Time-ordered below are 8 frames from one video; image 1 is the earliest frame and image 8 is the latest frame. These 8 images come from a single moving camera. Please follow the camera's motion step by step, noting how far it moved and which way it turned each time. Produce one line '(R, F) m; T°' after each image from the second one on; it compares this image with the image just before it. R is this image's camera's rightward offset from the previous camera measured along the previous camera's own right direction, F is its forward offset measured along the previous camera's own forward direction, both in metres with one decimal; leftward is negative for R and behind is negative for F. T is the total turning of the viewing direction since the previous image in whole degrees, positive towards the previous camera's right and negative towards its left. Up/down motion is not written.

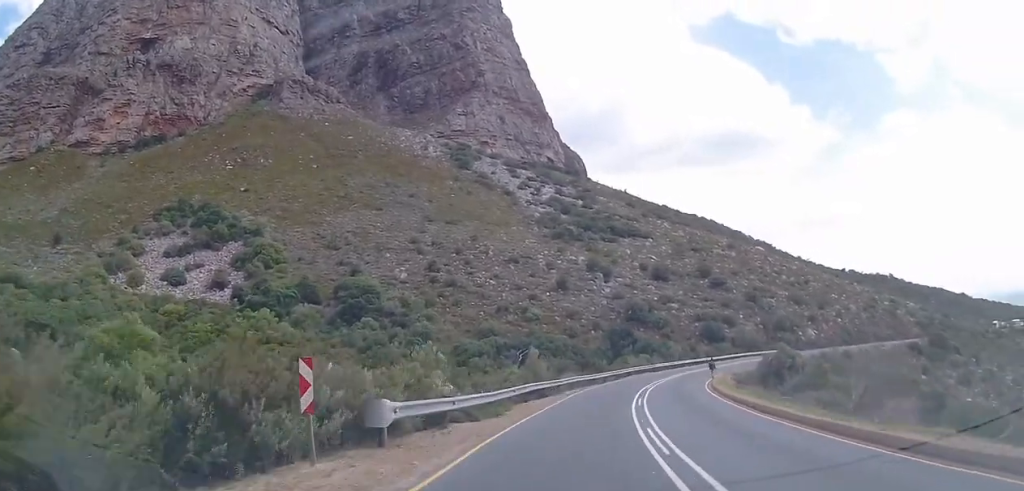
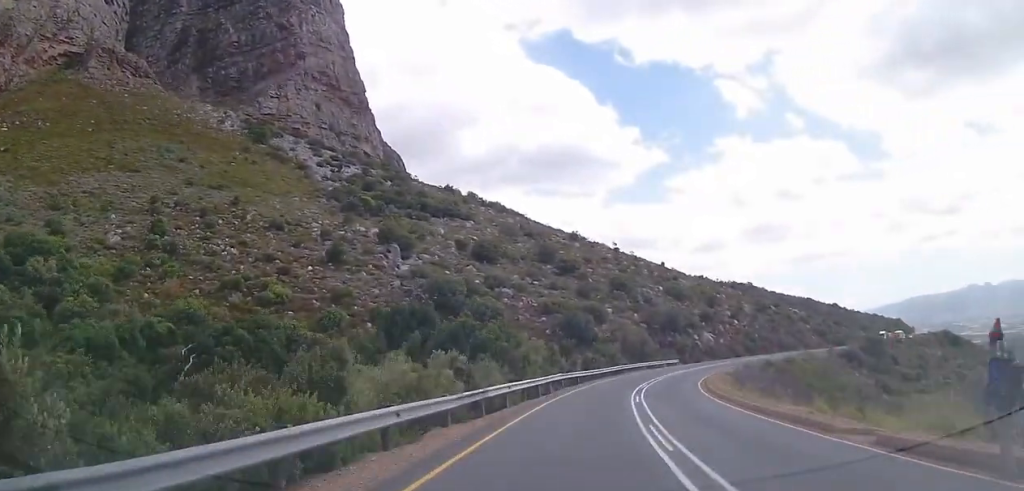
(+6.8, +47.6) m; +17°
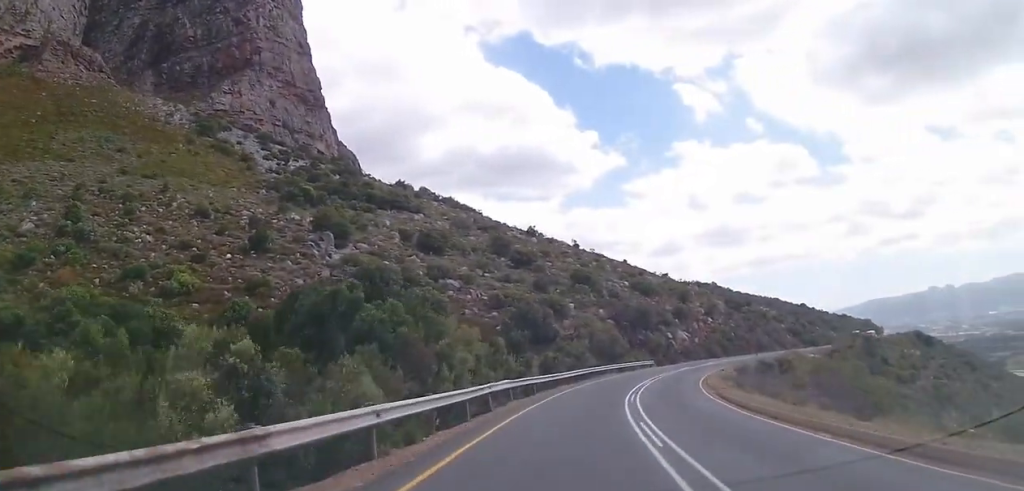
(+0.4, +11.8) m; +4°
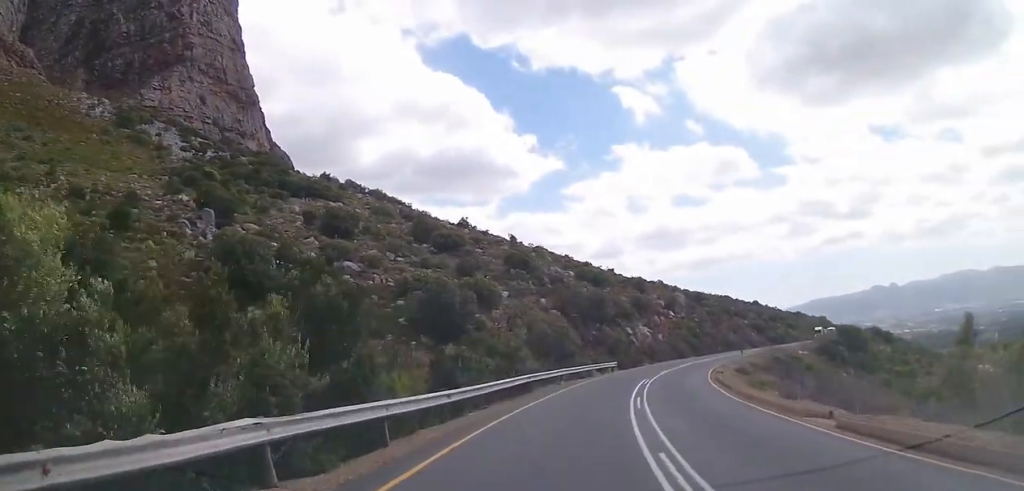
(+0.2, +17.6) m; +5°
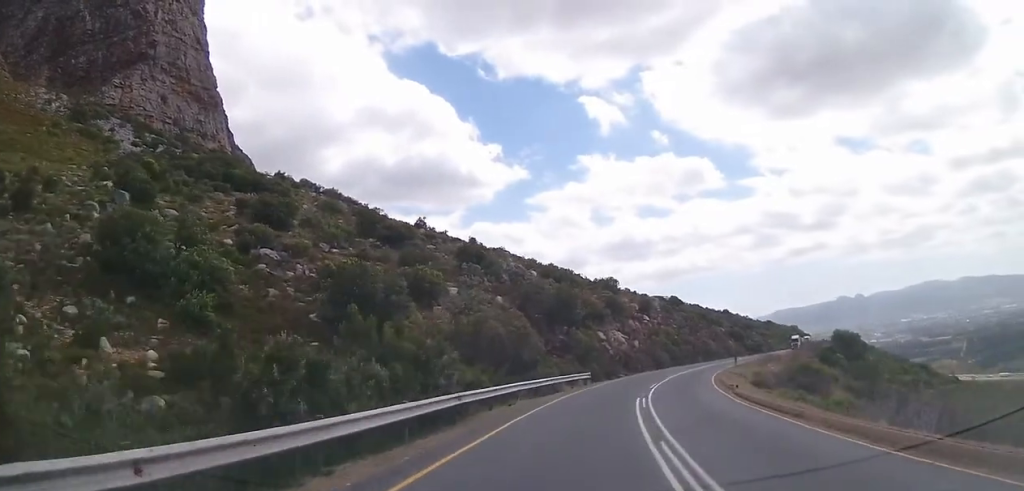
(+0.8, +10.4) m; +4°
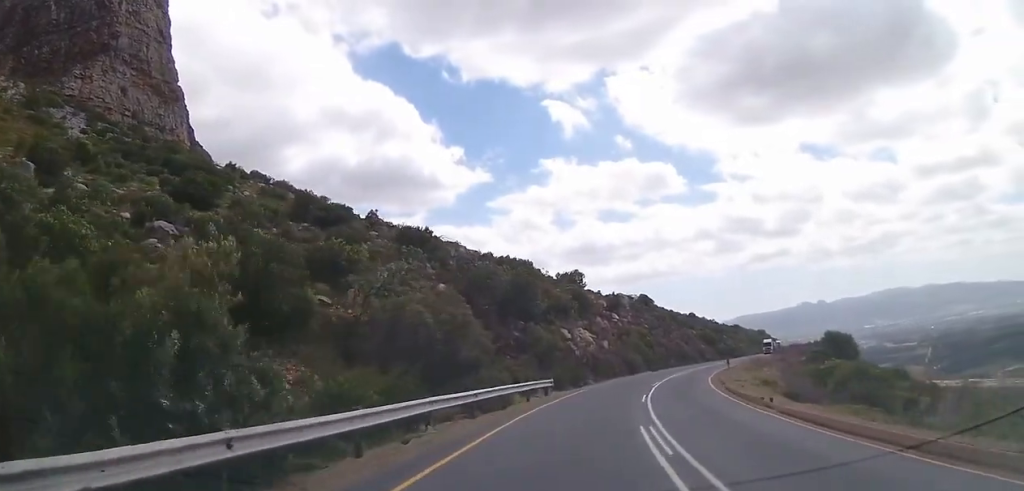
(+0.2, +9.8) m; +3°
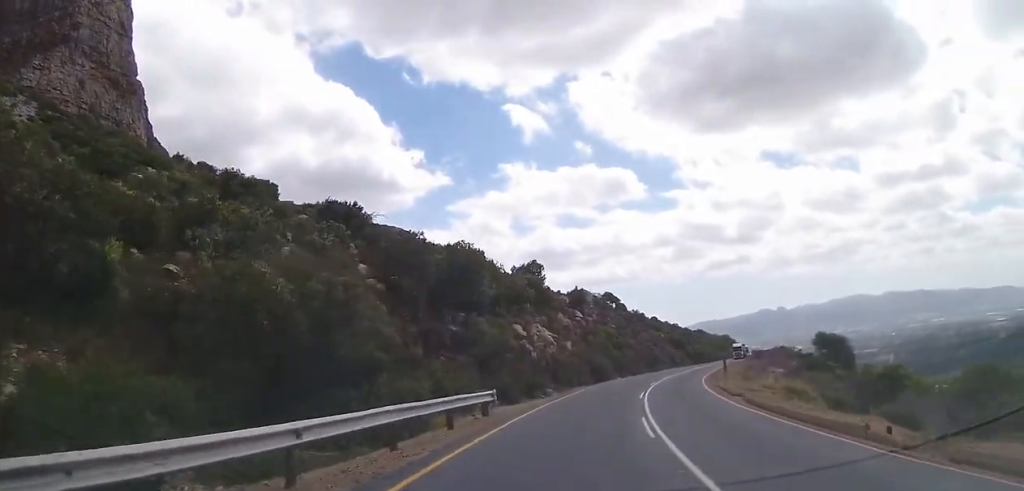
(+0.4, +9.8) m; +3°
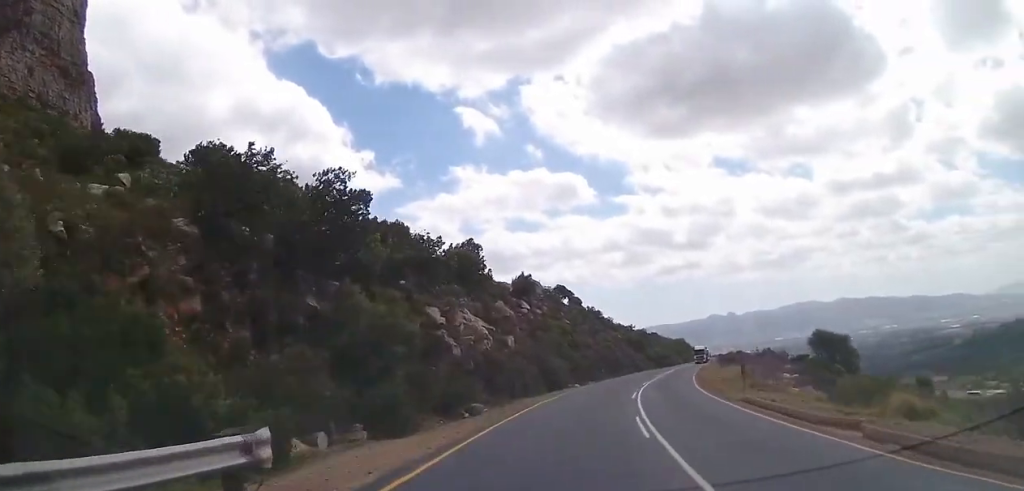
(+0.1, +12.6) m; +4°
